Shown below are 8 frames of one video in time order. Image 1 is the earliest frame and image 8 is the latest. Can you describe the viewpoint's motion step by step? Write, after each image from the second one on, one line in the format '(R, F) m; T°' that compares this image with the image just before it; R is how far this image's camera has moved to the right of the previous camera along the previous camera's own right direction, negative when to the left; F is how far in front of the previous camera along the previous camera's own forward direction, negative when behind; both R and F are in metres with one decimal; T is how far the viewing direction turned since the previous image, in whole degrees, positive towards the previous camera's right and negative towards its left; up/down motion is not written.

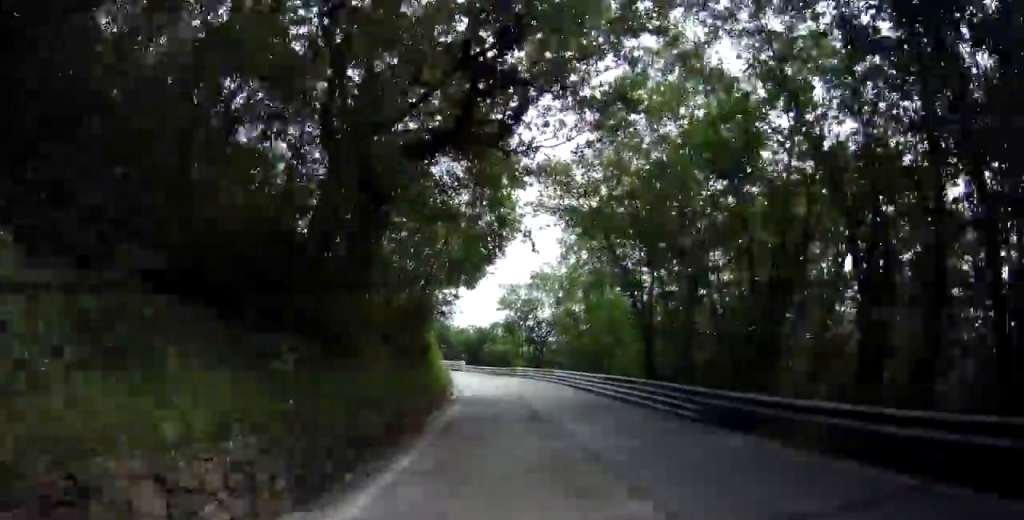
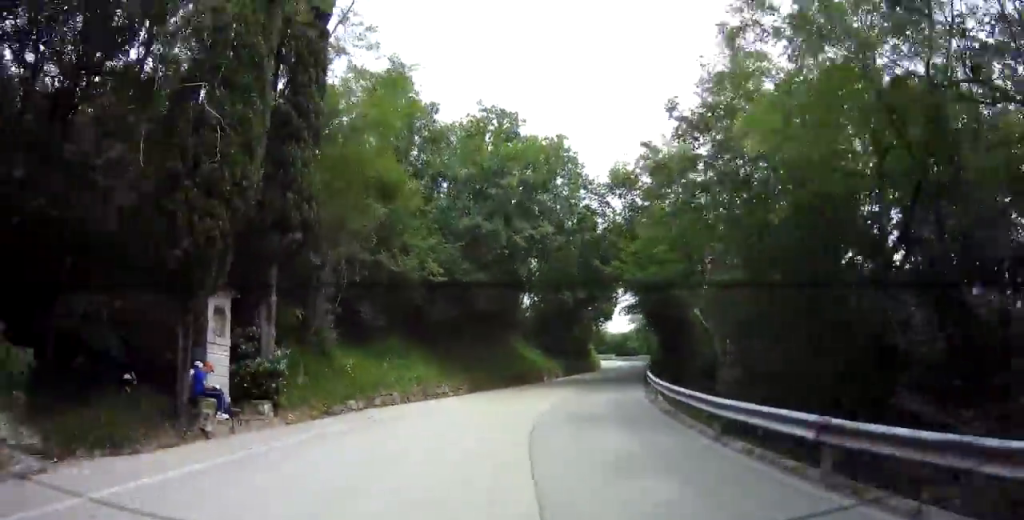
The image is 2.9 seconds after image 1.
(+1.1, +34.8) m; -3°
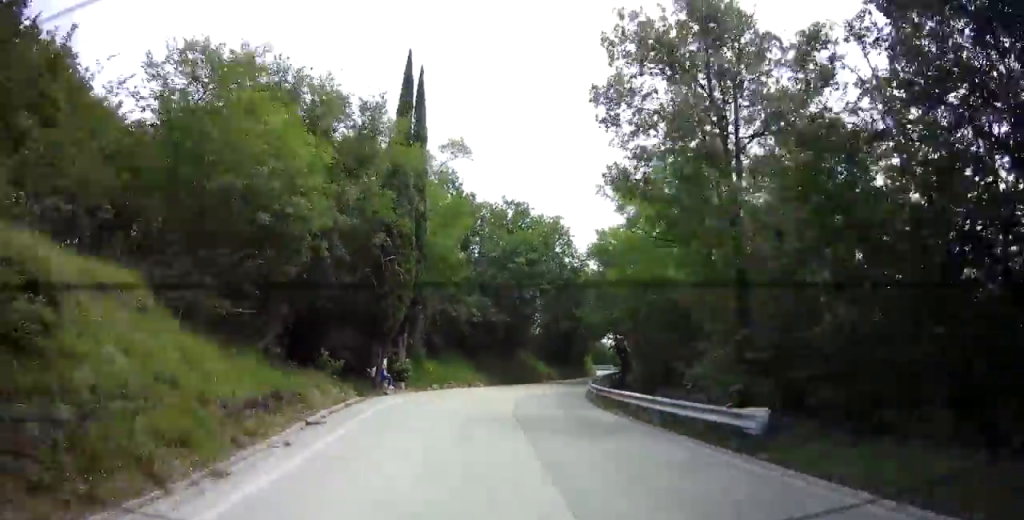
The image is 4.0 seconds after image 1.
(-0.7, +15.2) m; -3°
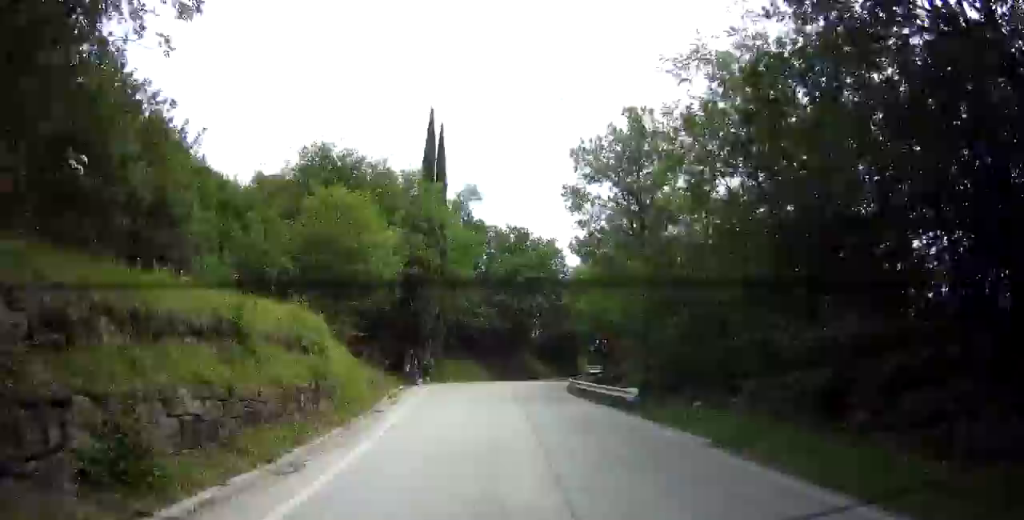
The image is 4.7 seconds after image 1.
(+0.1, +8.7) m; 0°
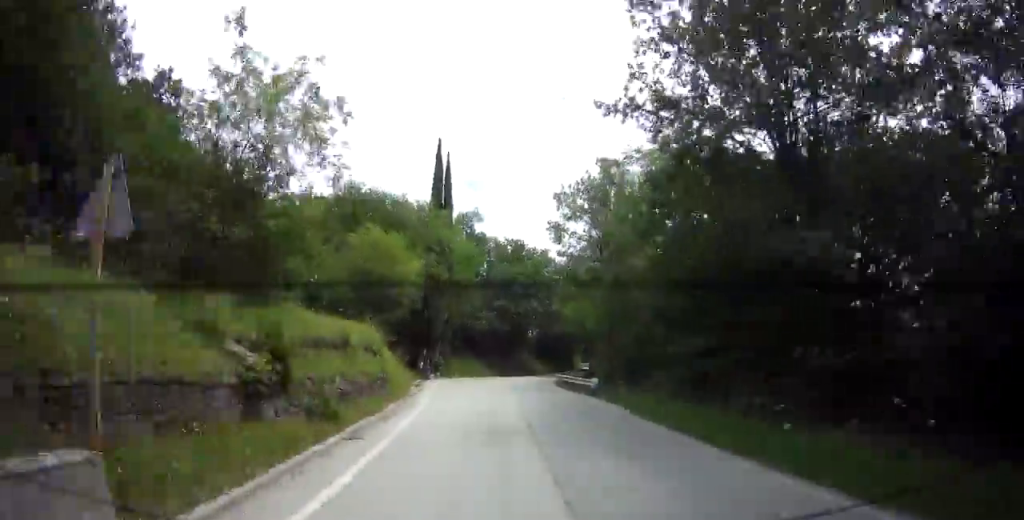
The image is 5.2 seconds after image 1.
(0.0, +6.8) m; 0°
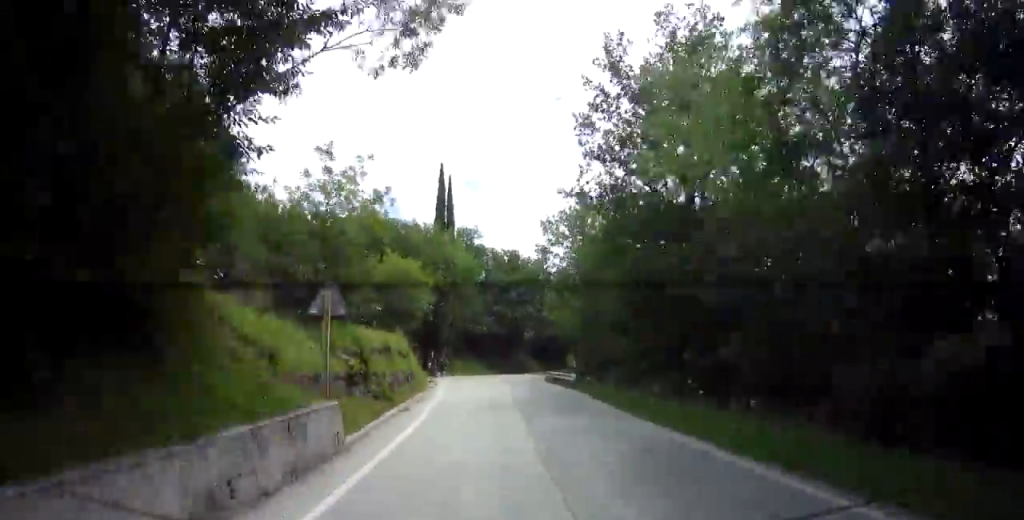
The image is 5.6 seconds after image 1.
(-0.2, +5.9) m; +1°
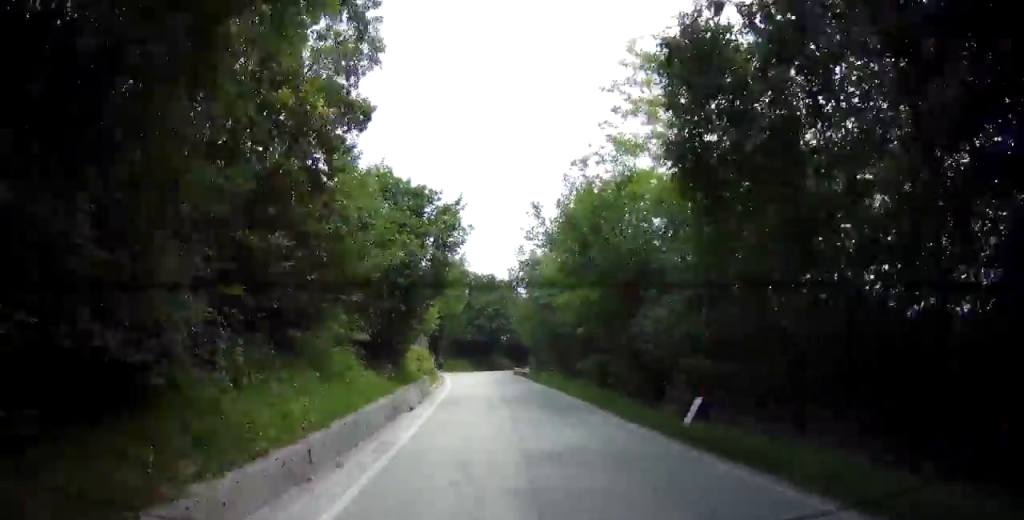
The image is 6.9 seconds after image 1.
(+0.6, +18.3) m; +3°
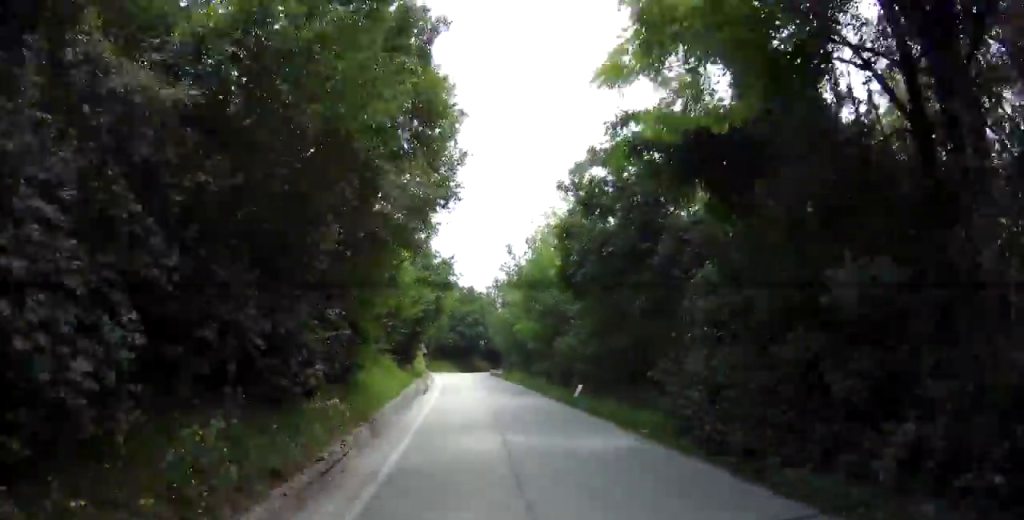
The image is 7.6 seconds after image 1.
(+0.1, +10.8) m; +4°
